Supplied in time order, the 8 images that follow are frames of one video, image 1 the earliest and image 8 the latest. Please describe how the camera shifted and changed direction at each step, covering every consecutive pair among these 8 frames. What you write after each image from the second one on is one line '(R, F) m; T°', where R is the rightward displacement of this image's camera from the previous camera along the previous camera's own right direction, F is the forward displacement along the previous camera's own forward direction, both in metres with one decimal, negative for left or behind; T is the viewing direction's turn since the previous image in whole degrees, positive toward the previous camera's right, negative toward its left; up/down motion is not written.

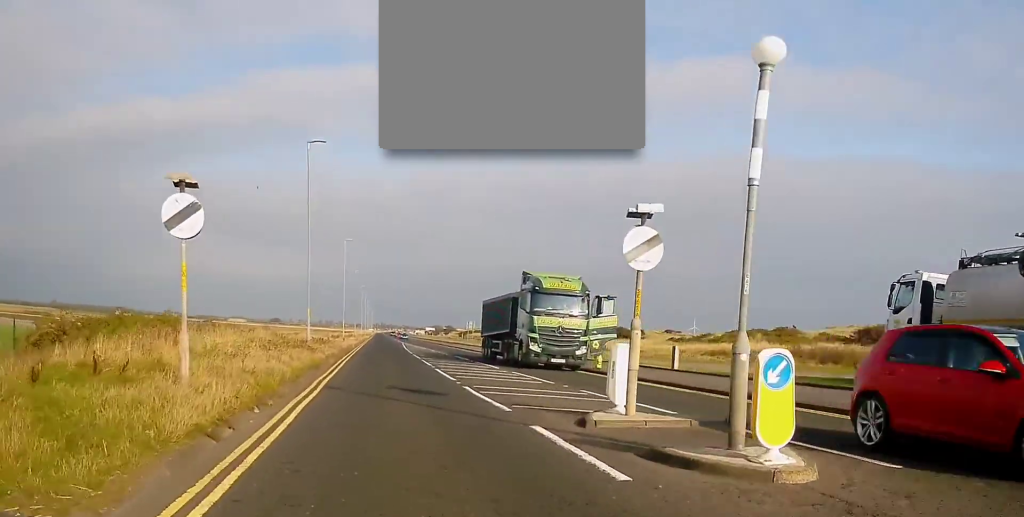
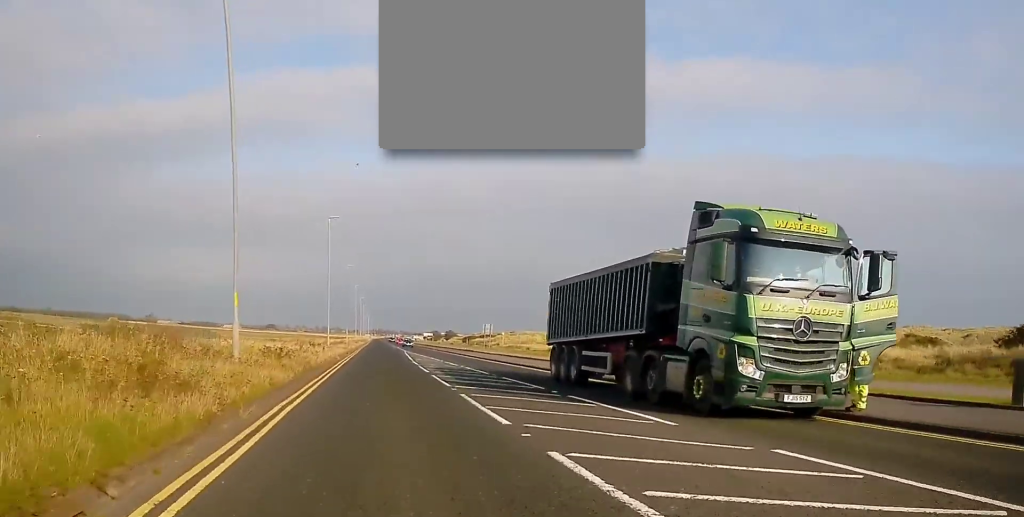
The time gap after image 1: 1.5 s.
(0.0, +18.6) m; 0°
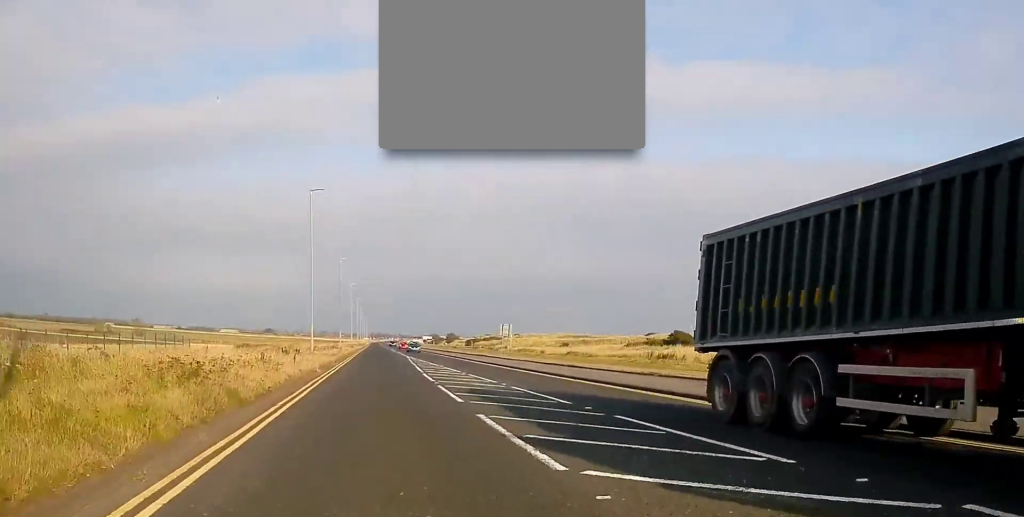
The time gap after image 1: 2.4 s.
(0.0, +12.7) m; -1°
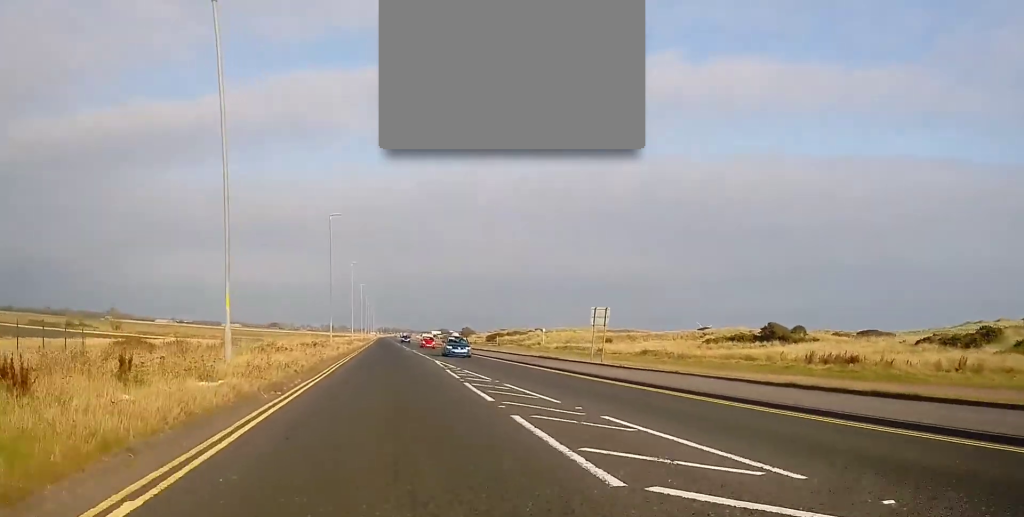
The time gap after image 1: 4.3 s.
(-0.2, +26.7) m; 0°
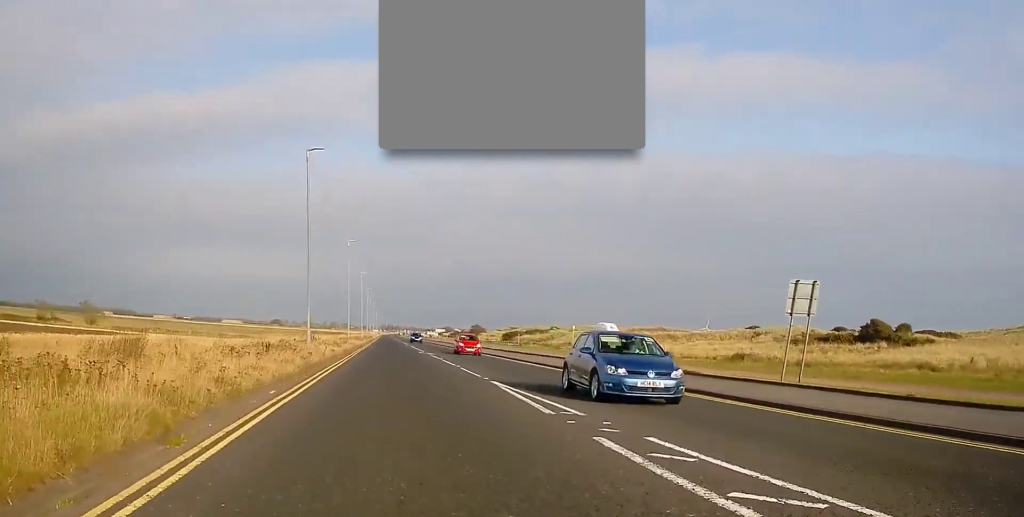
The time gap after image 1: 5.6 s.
(0.0, +20.1) m; -1°
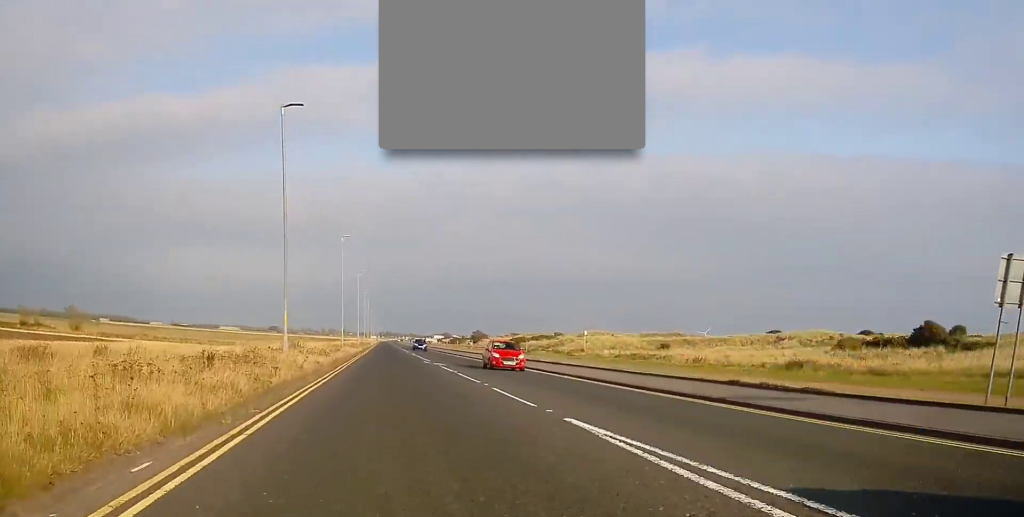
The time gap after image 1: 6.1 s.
(-0.1, +9.0) m; 0°
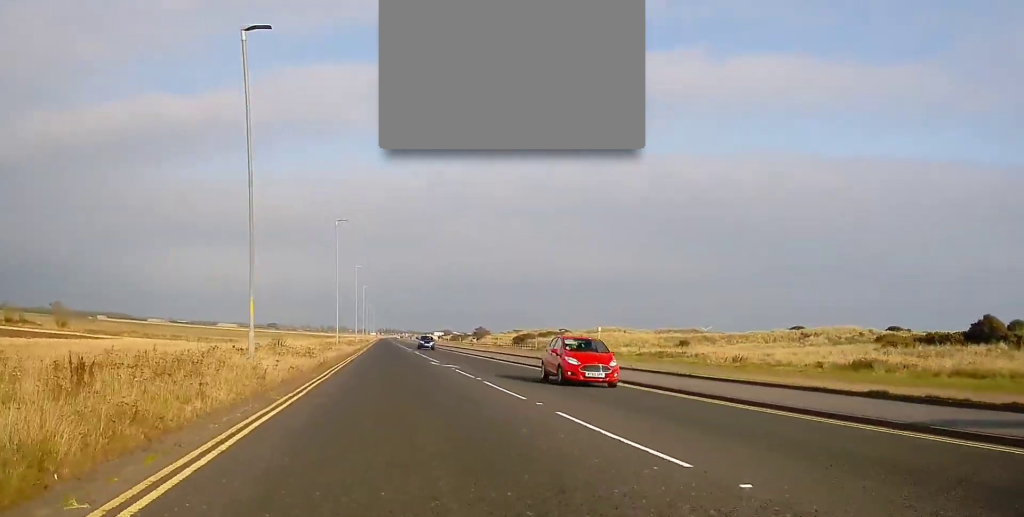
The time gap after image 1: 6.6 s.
(0.0, +7.8) m; 0°
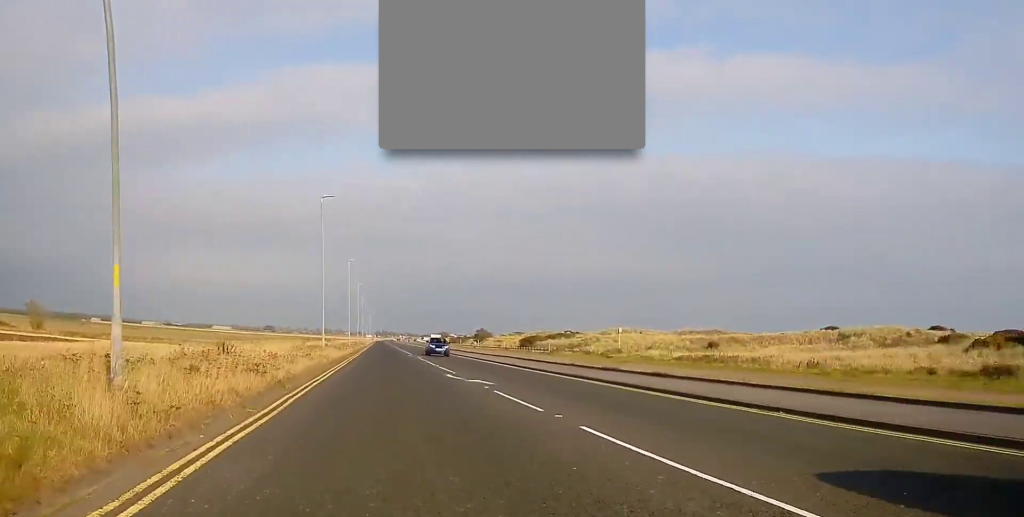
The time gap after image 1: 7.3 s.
(+0.1, +11.3) m; +1°
